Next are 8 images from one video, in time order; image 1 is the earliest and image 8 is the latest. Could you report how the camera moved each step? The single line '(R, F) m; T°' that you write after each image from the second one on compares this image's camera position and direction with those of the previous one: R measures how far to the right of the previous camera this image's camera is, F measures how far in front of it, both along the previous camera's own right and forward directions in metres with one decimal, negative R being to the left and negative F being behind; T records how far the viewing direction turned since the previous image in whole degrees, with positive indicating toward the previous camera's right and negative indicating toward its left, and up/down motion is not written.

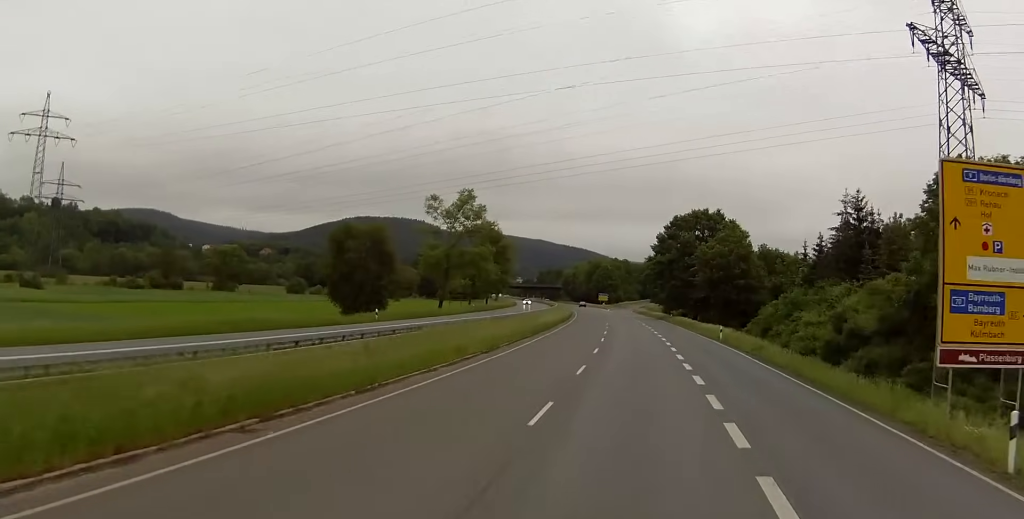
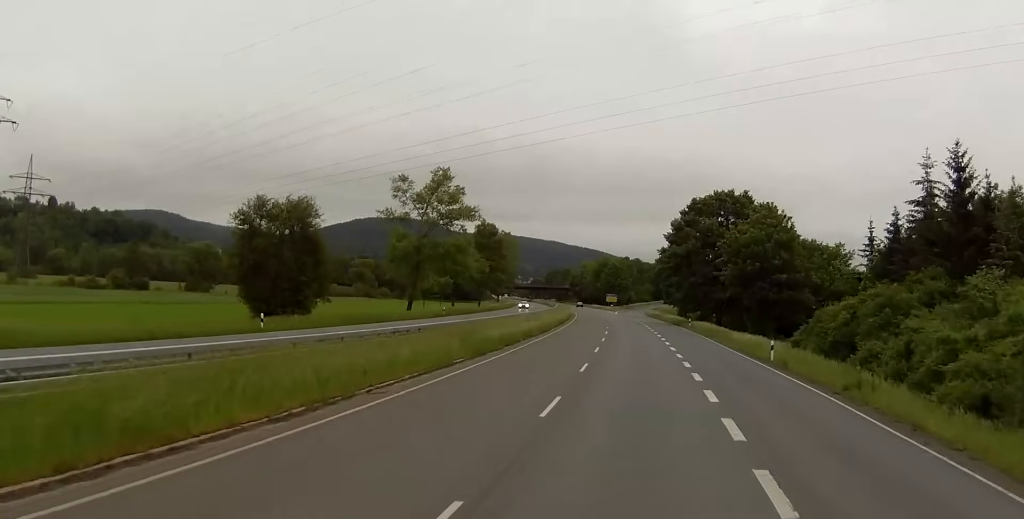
(-0.5, +22.3) m; -1°
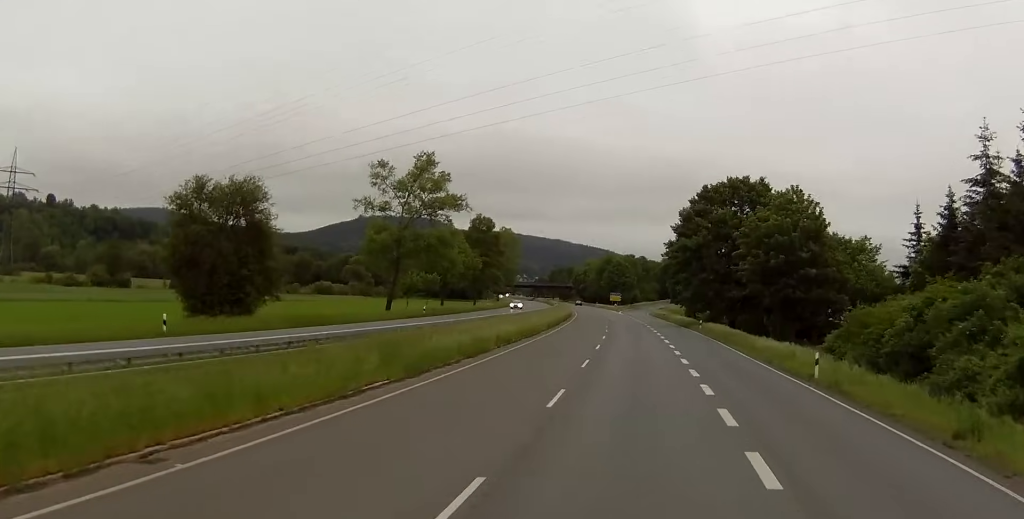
(0.0, +10.6) m; 0°
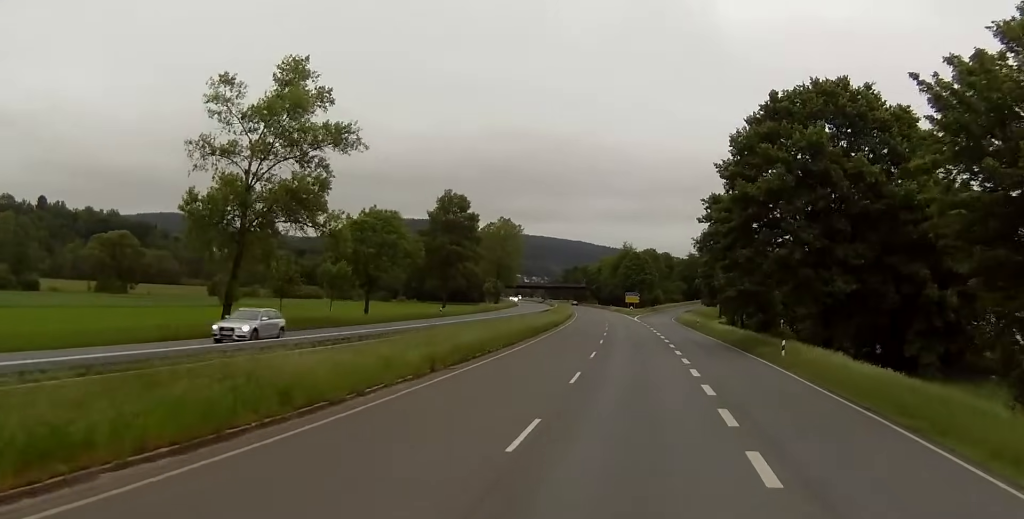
(0.0, +41.8) m; -1°
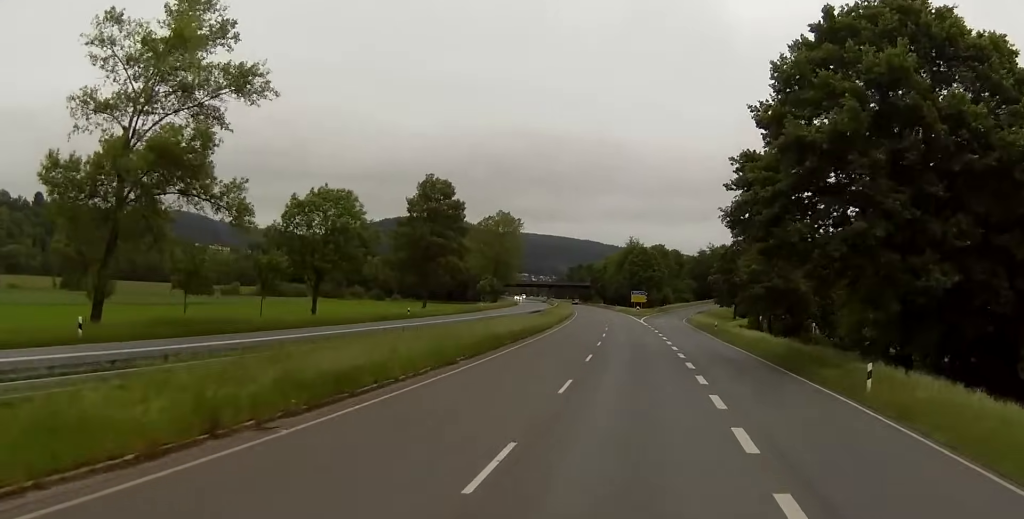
(-0.3, +15.2) m; -1°
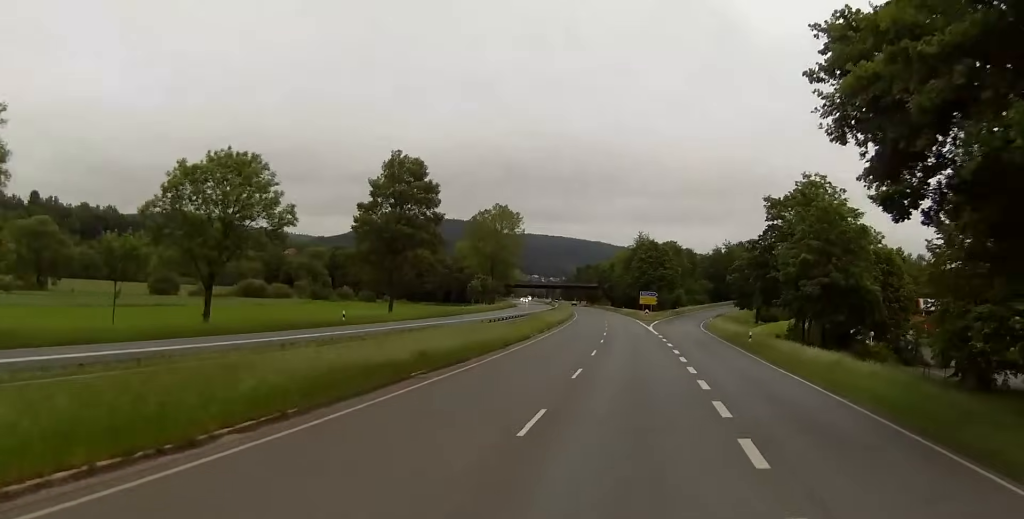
(0.0, +19.2) m; -1°
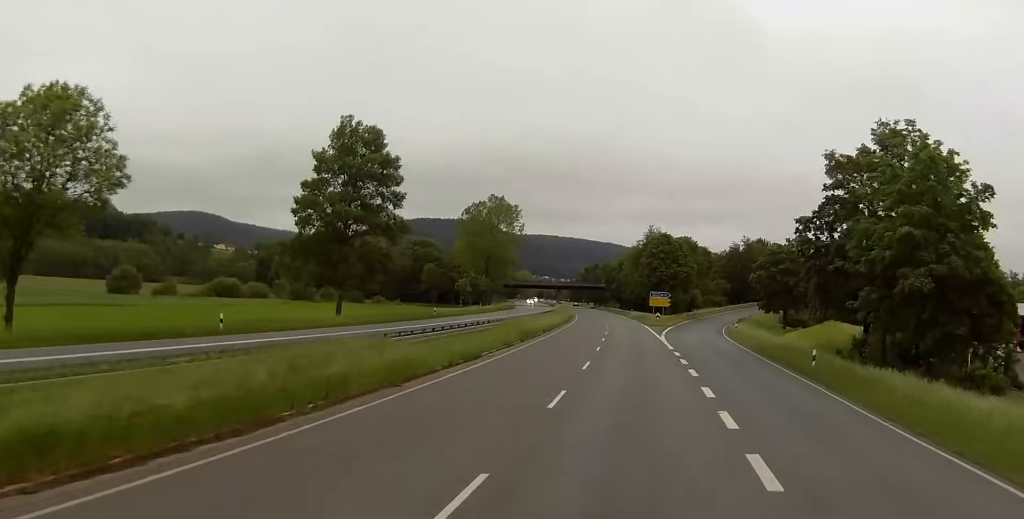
(-0.2, +19.1) m; -1°
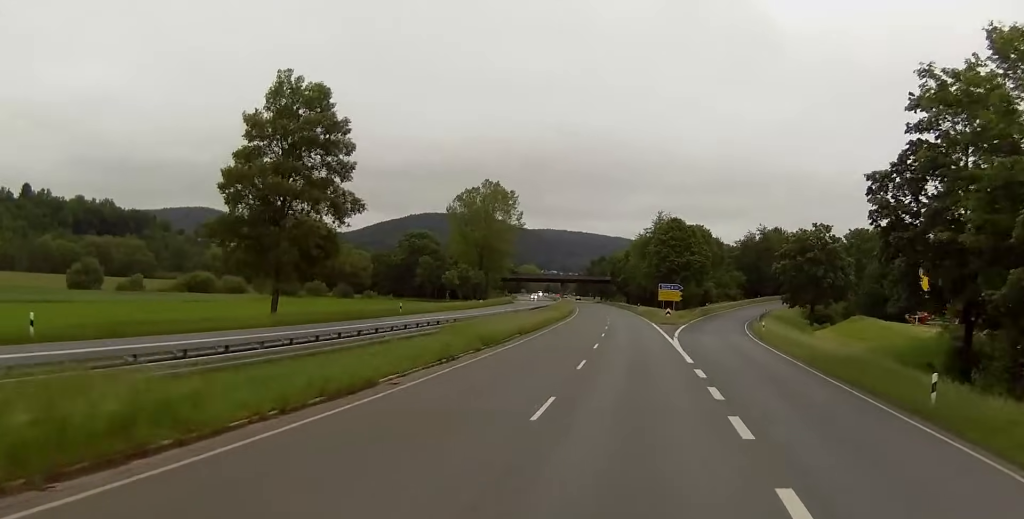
(-0.2, +15.2) m; -1°
